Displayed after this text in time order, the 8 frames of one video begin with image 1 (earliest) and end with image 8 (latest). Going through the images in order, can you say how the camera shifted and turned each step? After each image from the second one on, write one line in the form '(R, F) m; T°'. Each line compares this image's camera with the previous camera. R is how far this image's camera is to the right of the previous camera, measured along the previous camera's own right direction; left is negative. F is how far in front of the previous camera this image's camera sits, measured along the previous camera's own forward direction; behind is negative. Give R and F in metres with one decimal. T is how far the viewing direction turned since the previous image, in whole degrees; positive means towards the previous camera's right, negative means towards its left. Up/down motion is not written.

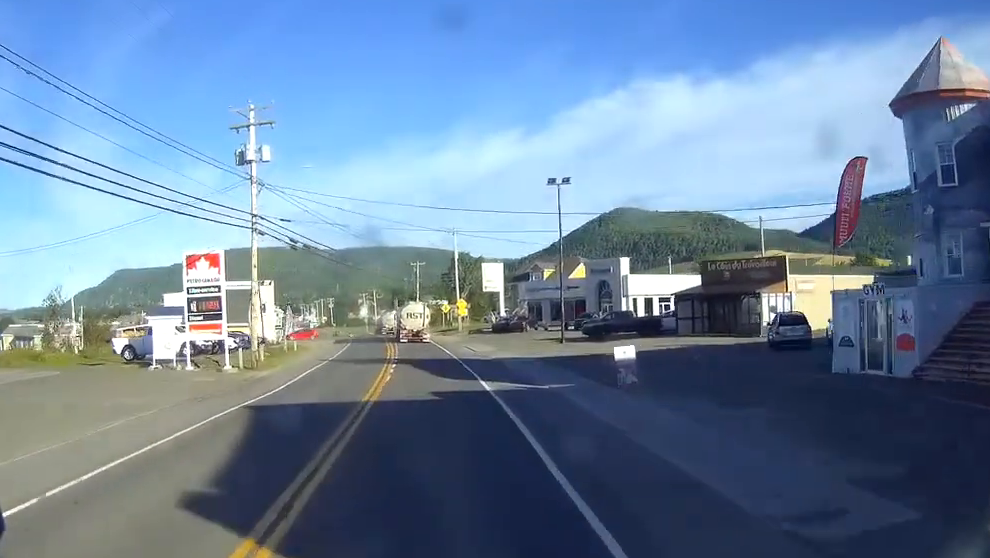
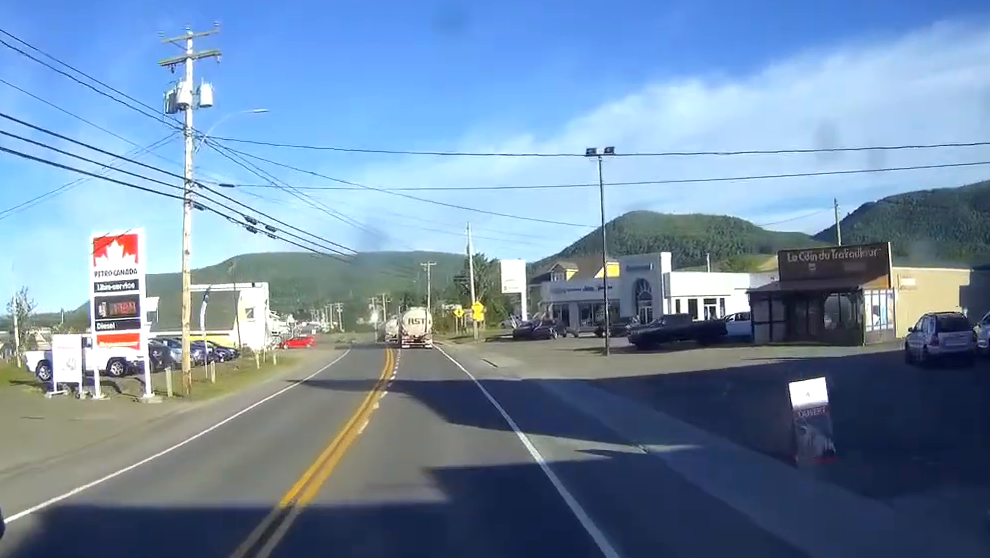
(-0.1, +12.5) m; -1°
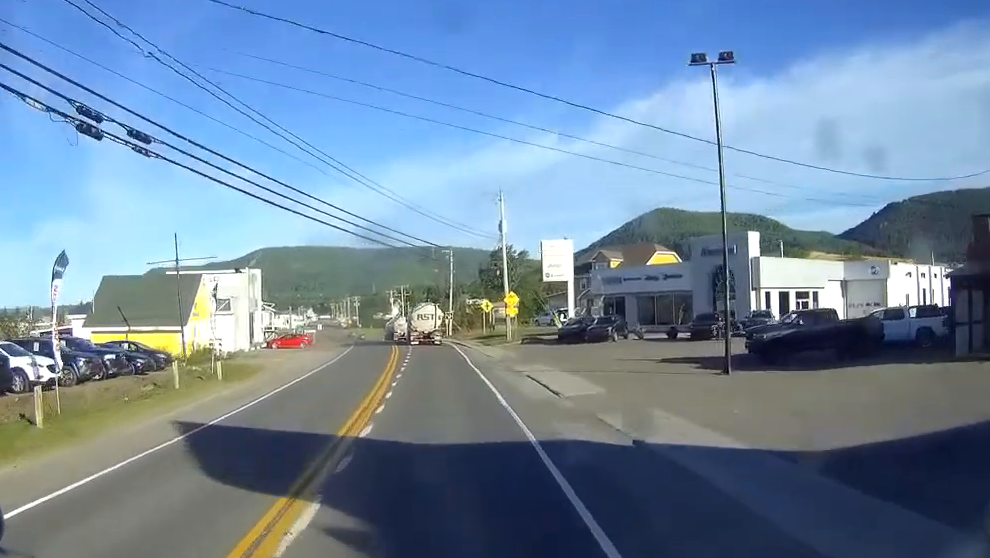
(-0.2, +17.8) m; -1°
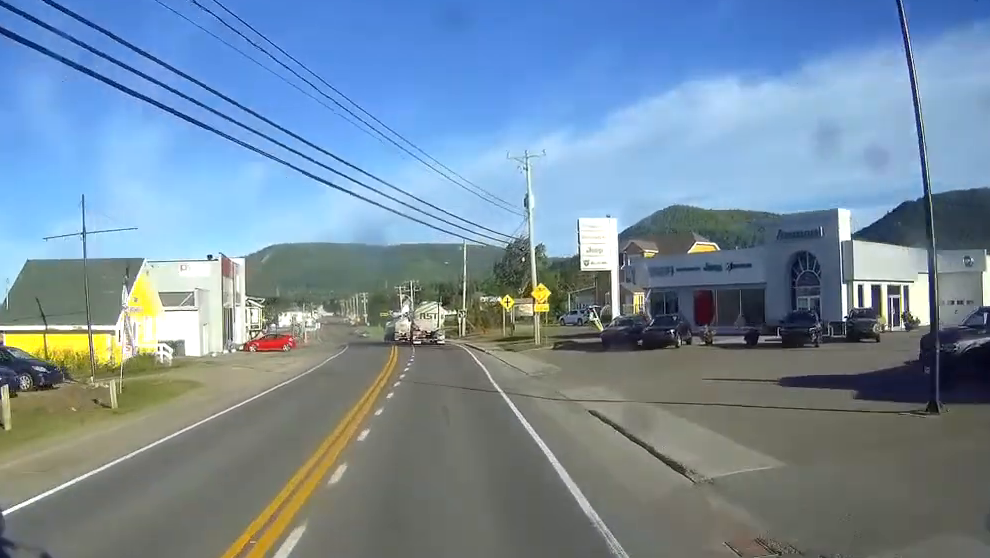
(-0.1, +13.2) m; -1°
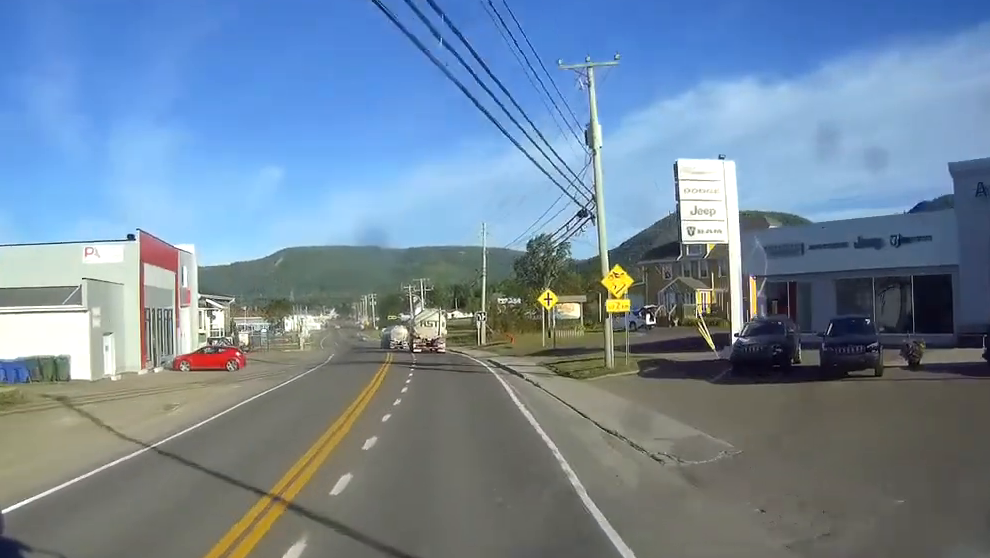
(-0.1, +20.3) m; -1°
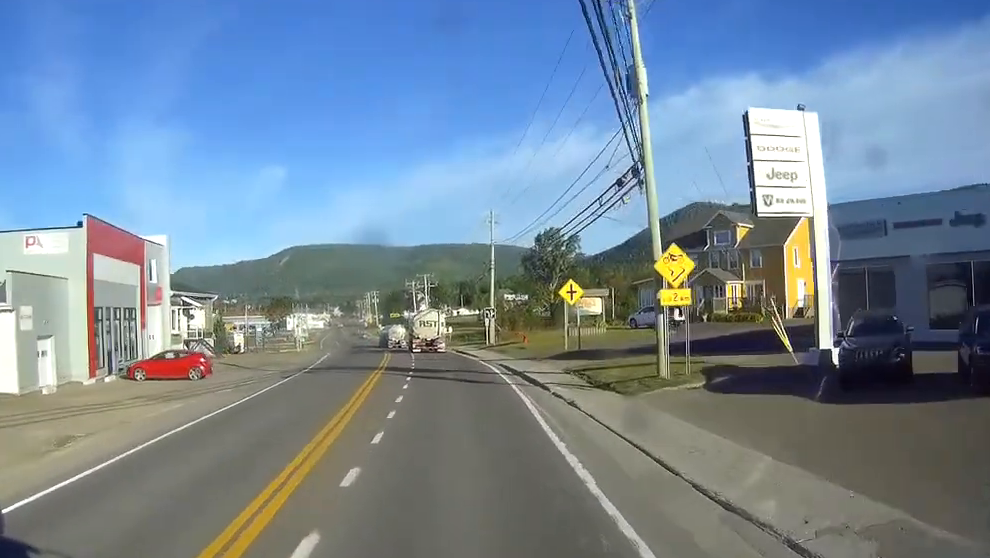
(-0.1, +7.6) m; 0°
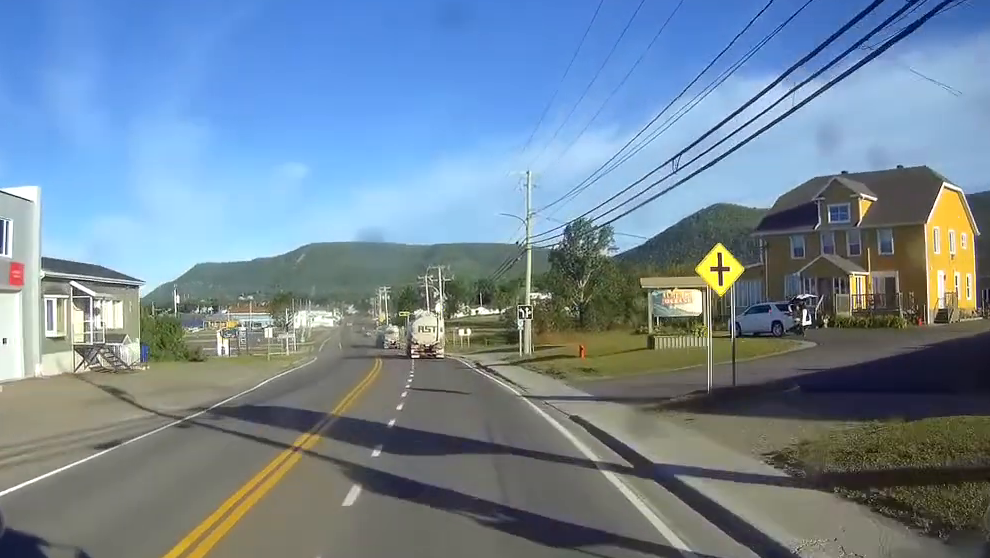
(-0.2, +21.3) m; 0°
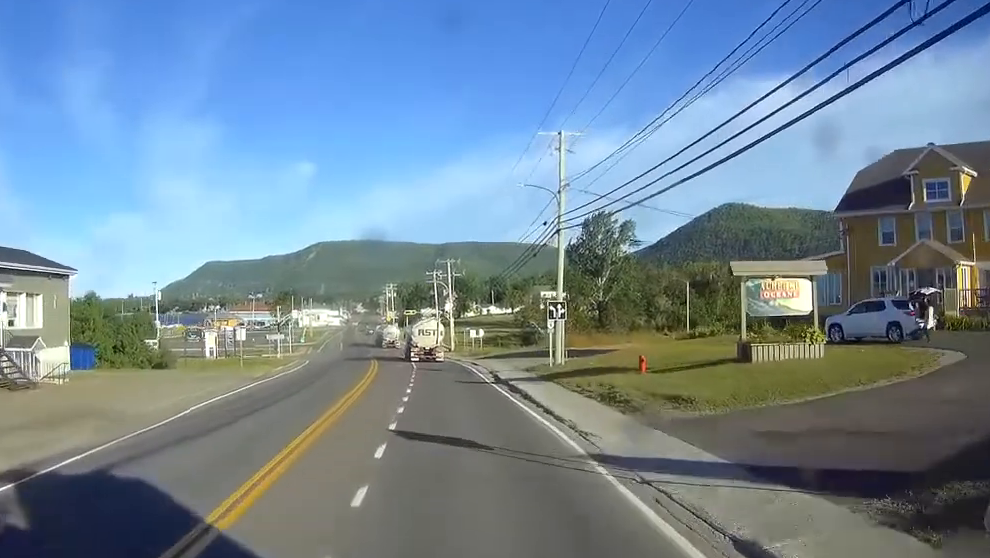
(+0.1, +11.7) m; -1°
